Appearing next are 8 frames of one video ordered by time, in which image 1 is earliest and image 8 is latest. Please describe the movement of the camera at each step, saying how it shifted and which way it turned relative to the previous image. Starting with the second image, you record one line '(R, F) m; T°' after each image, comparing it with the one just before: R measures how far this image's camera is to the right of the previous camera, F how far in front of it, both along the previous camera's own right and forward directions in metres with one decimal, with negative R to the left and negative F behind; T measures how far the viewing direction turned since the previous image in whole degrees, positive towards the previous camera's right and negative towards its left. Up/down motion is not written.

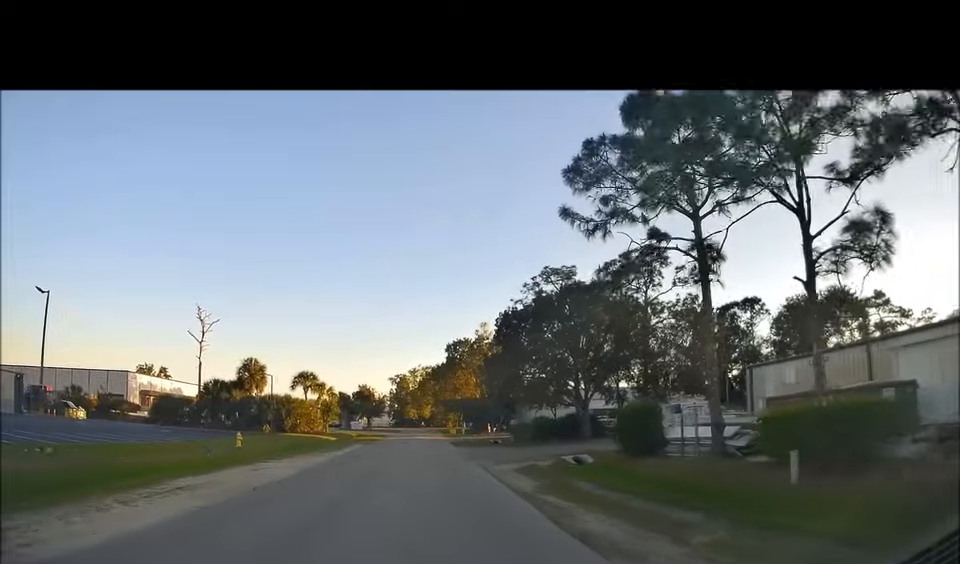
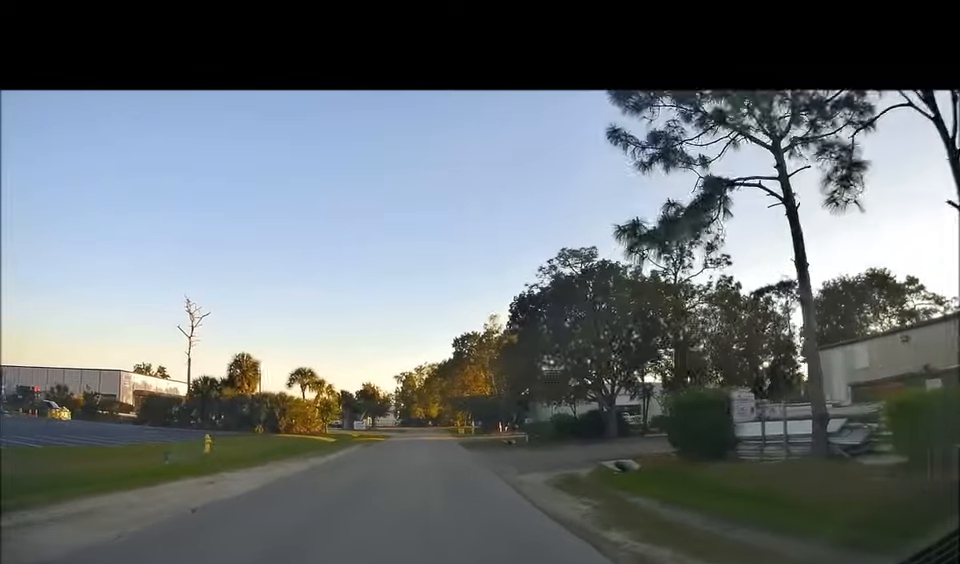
(-0.2, +4.0) m; -6°
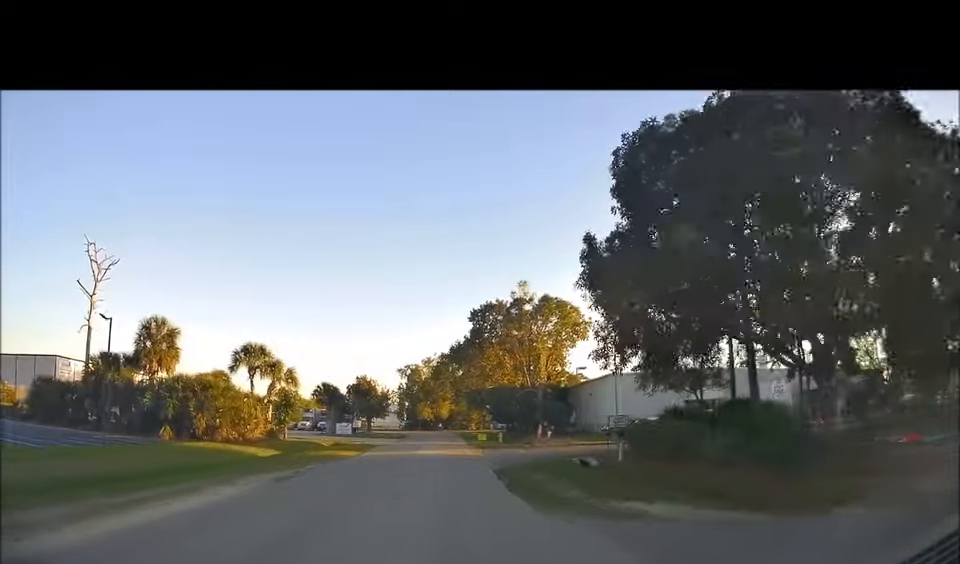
(+0.1, +20.6) m; +3°
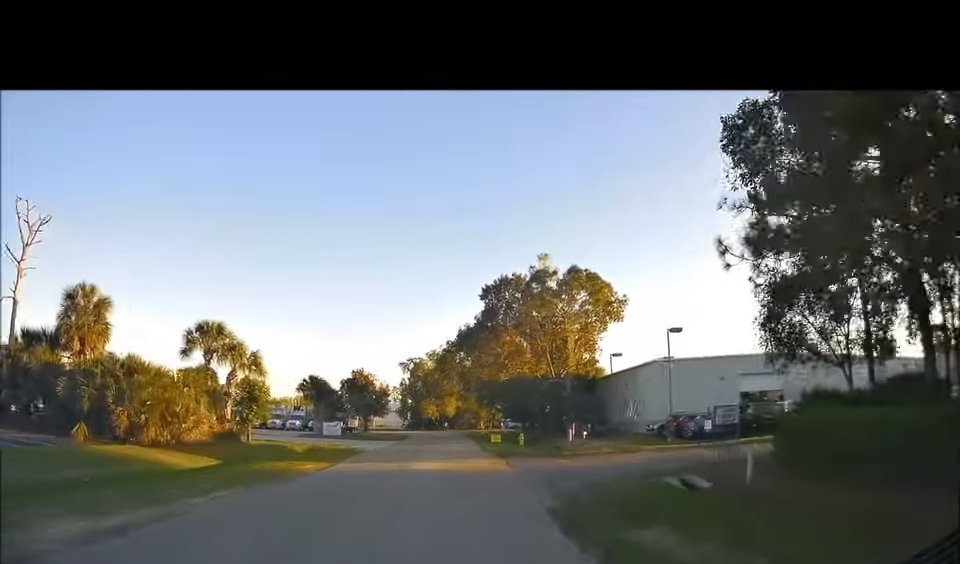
(+0.1, +10.5) m; 0°
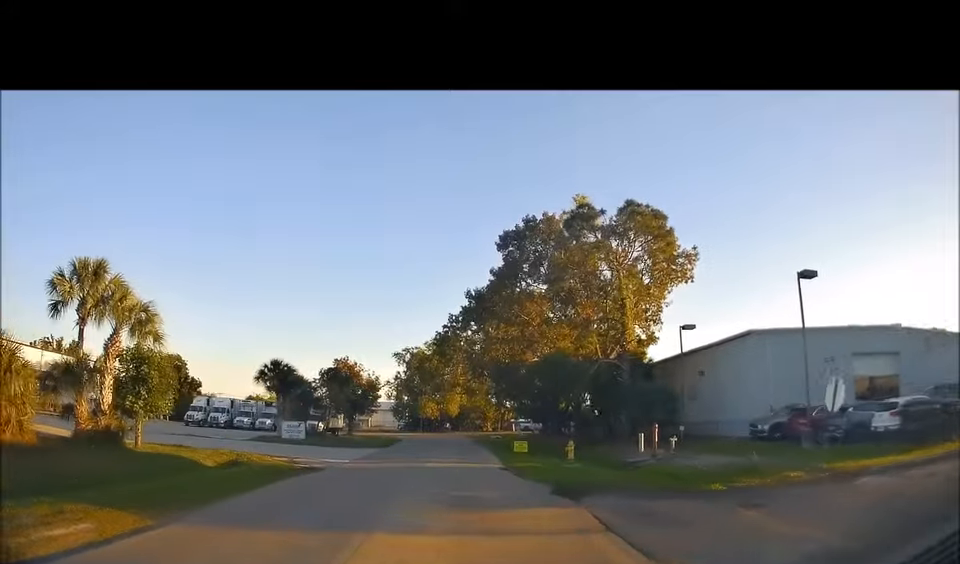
(-0.2, +15.4) m; 0°
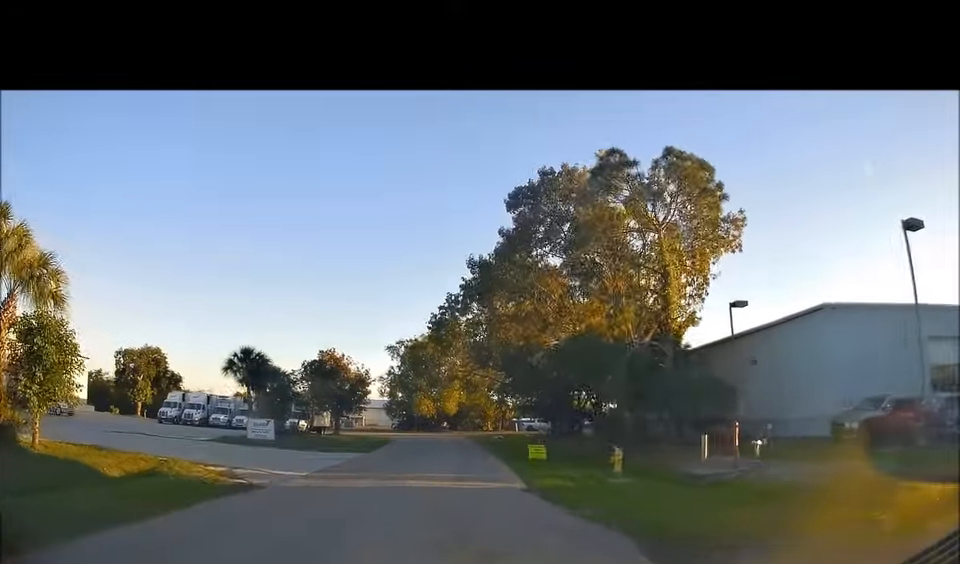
(+0.2, +7.2) m; +1°
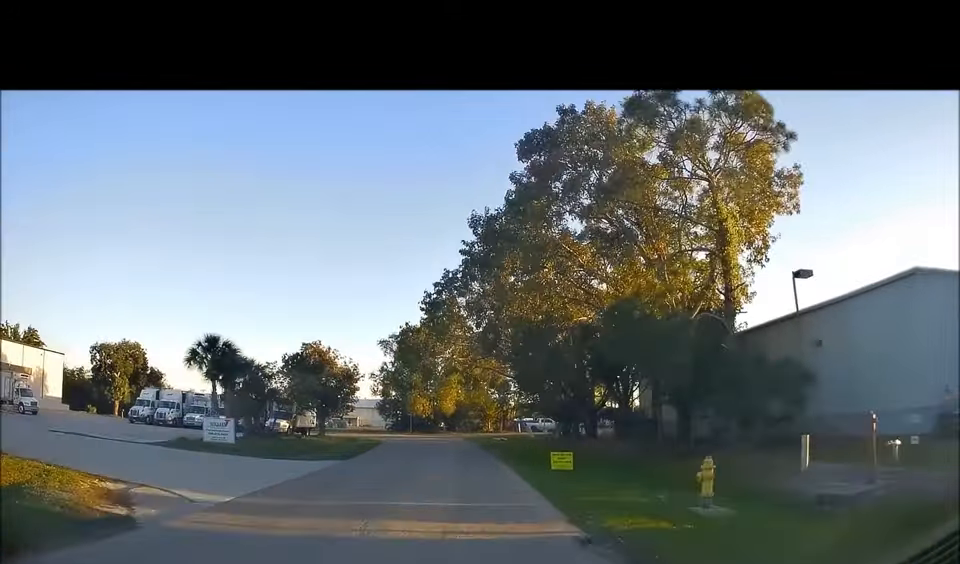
(+0.1, +6.5) m; +1°
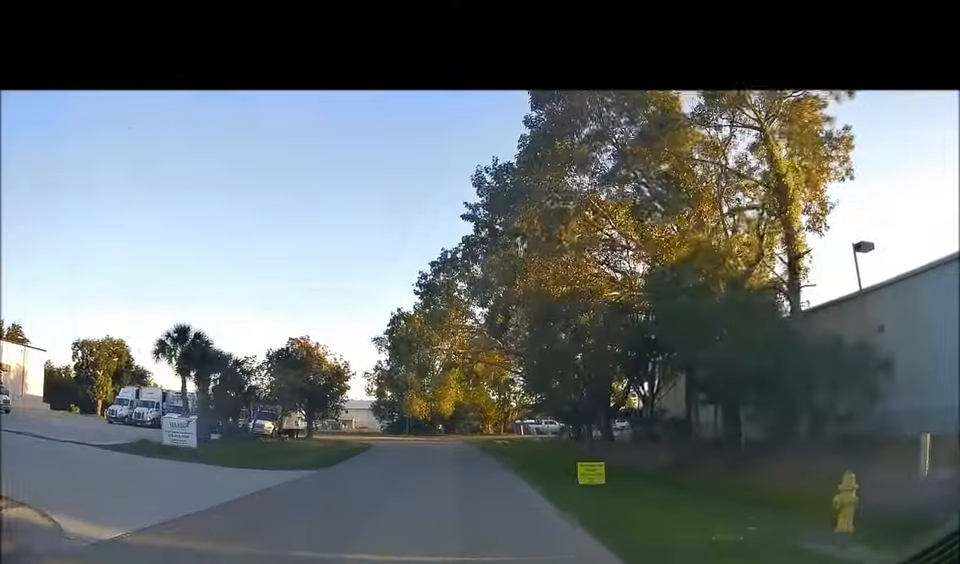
(0.0, +4.5) m; -1°
